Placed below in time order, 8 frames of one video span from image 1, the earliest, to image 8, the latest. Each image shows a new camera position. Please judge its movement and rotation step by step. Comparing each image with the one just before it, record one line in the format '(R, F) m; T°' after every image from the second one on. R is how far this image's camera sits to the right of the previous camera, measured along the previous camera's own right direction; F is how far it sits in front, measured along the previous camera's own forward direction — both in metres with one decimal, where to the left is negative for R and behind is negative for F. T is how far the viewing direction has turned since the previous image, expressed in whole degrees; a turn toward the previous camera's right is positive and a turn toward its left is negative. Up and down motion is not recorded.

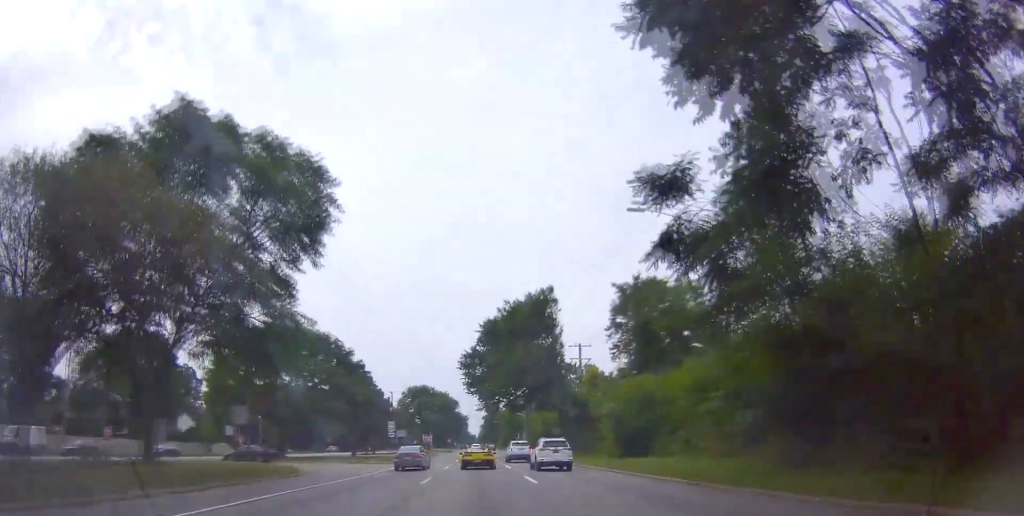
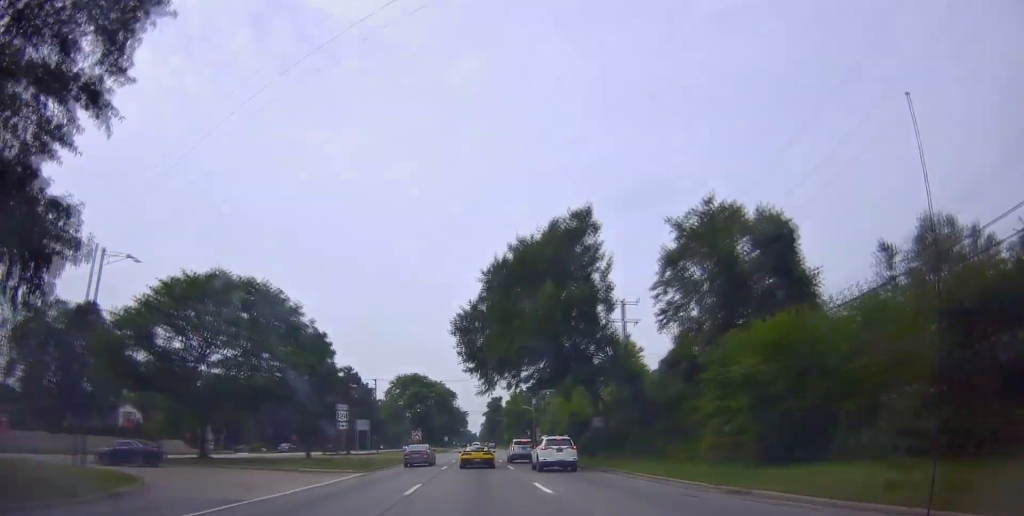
(0.0, +19.9) m; -1°
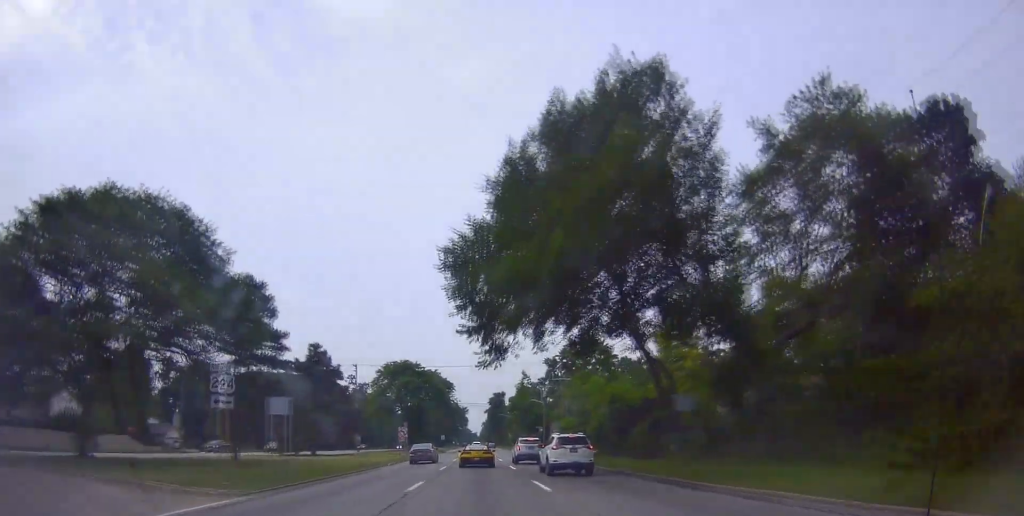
(-0.1, +16.4) m; -1°
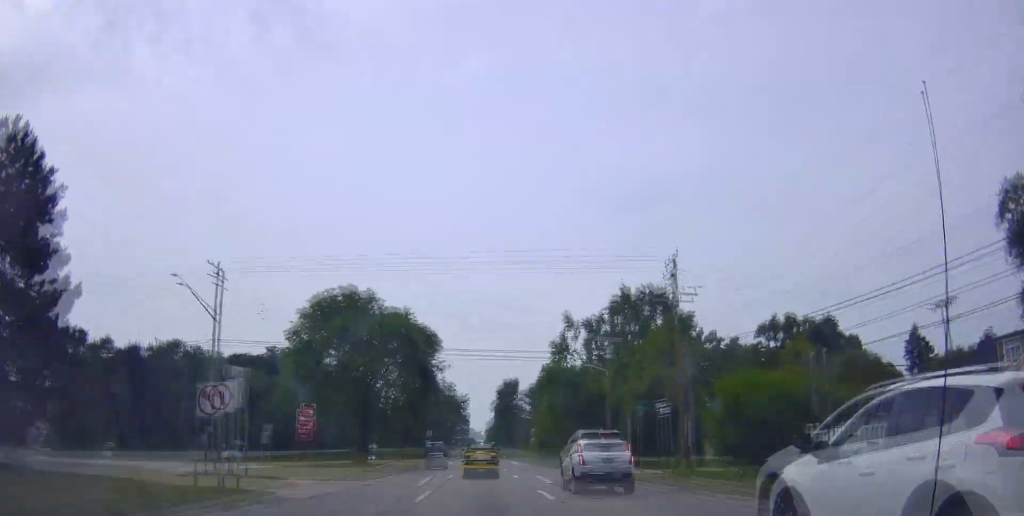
(-0.7, +44.7) m; 0°
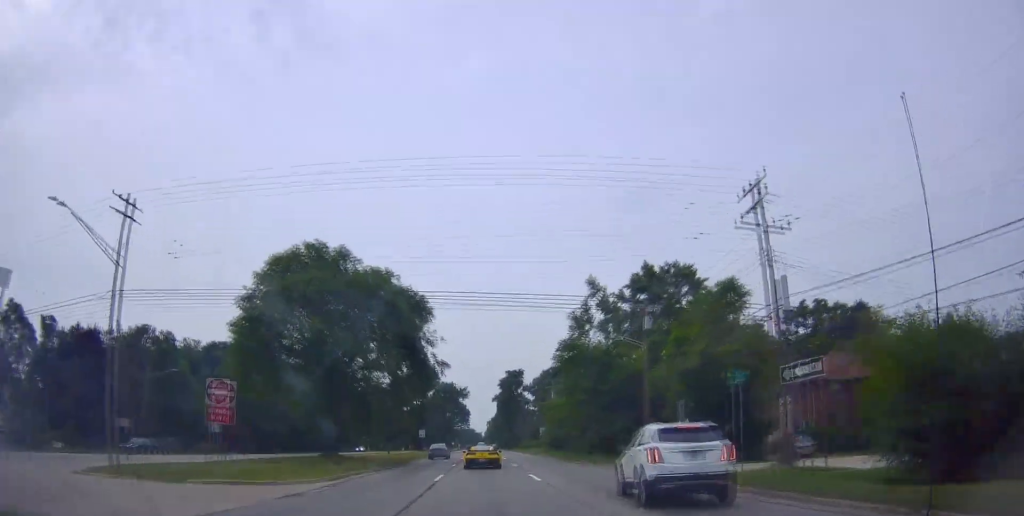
(+0.5, +11.5) m; +1°
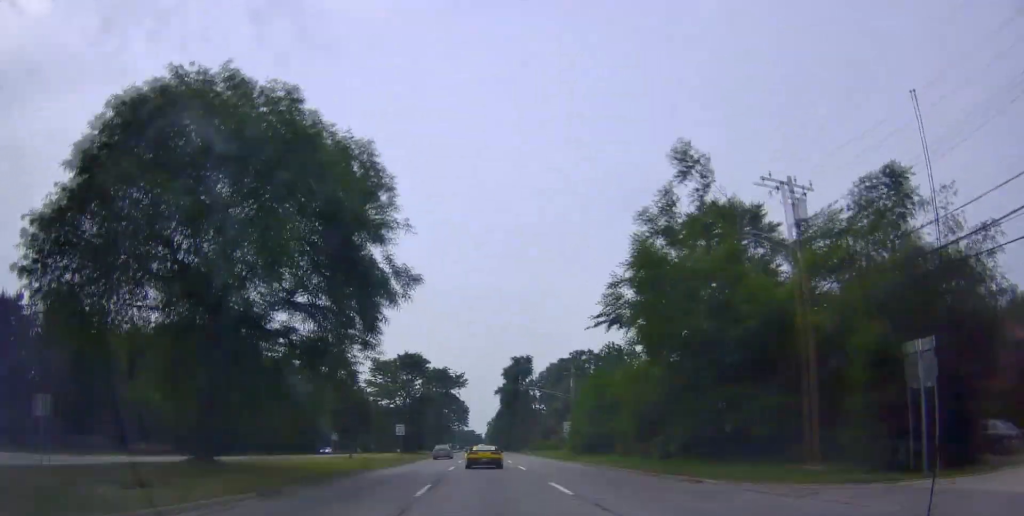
(+0.3, +20.6) m; 0°
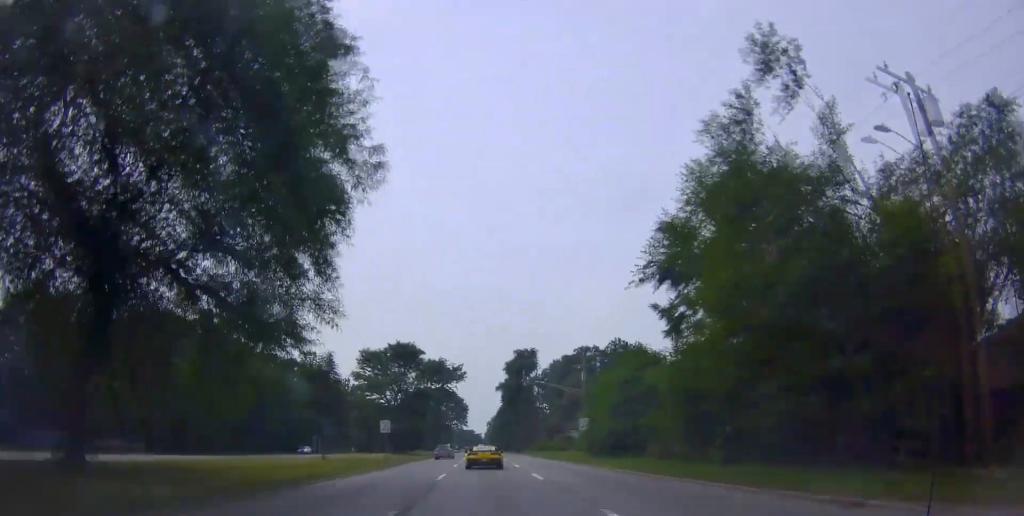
(0.0, +8.5) m; 0°
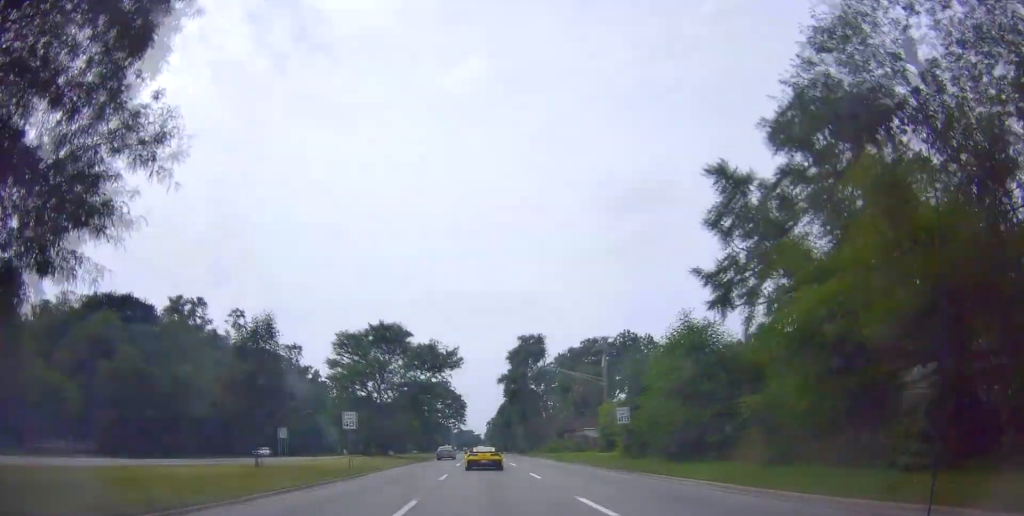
(-0.2, +12.5) m; 0°
